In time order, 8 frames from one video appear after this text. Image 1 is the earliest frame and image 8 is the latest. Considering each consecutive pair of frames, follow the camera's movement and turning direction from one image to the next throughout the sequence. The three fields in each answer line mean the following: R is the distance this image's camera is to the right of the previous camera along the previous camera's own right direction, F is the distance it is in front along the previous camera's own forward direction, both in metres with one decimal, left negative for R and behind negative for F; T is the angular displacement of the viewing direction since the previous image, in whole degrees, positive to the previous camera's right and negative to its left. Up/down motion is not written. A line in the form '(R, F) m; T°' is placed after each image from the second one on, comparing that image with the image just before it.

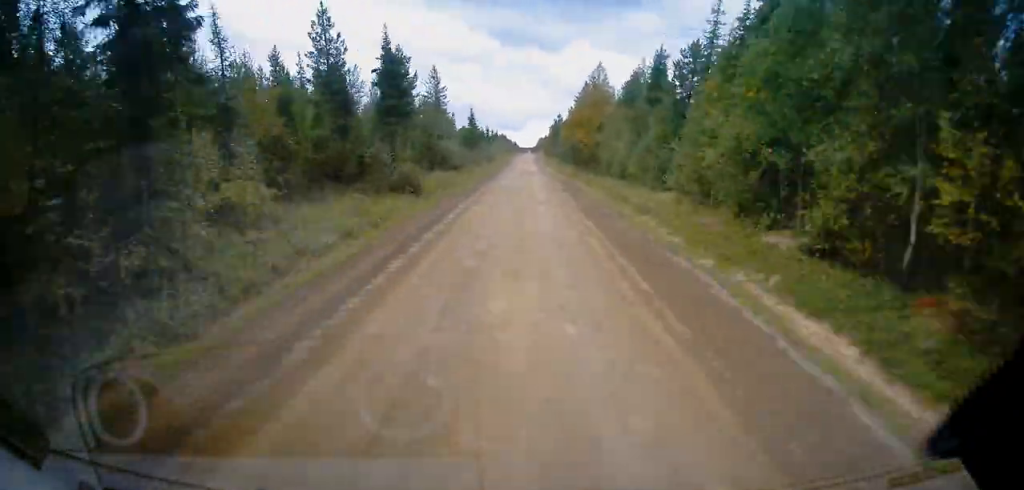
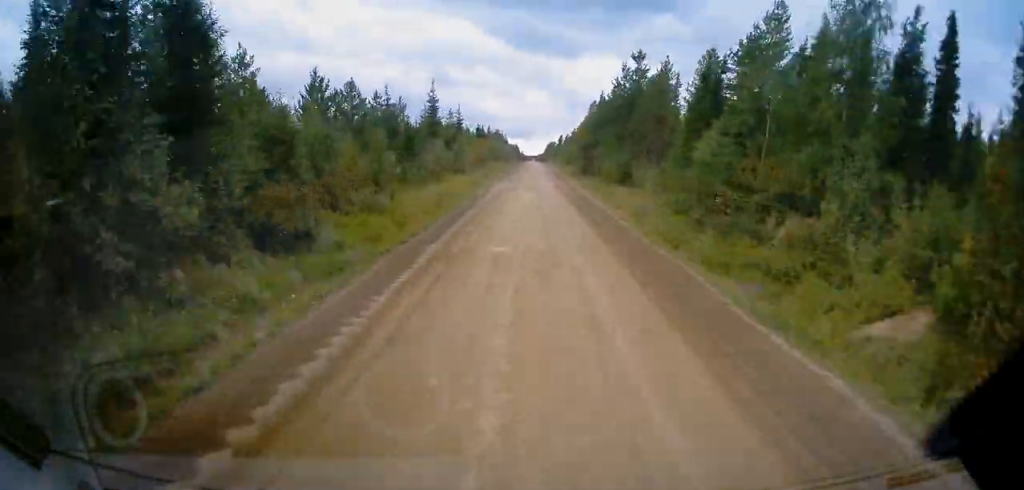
(0.0, +92.9) m; 0°
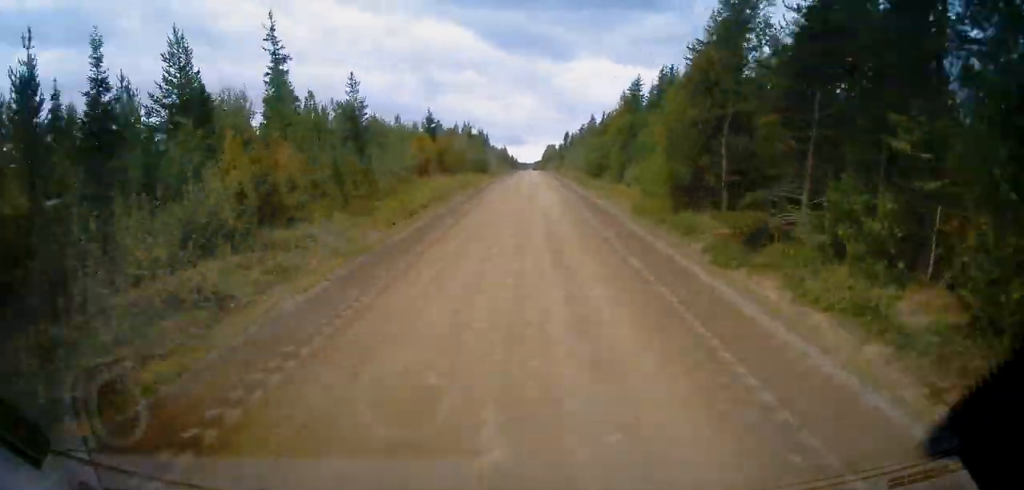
(+0.4, +53.3) m; 0°
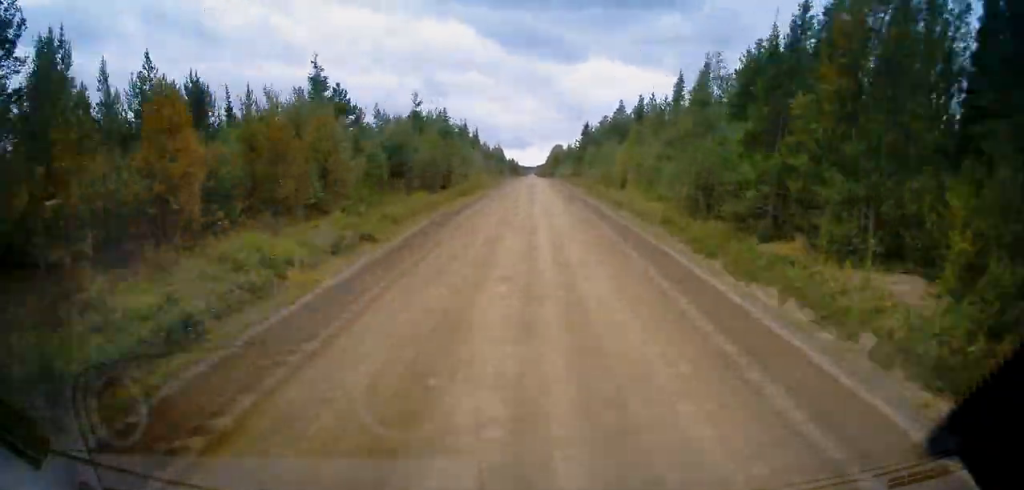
(0.0, +39.4) m; 0°
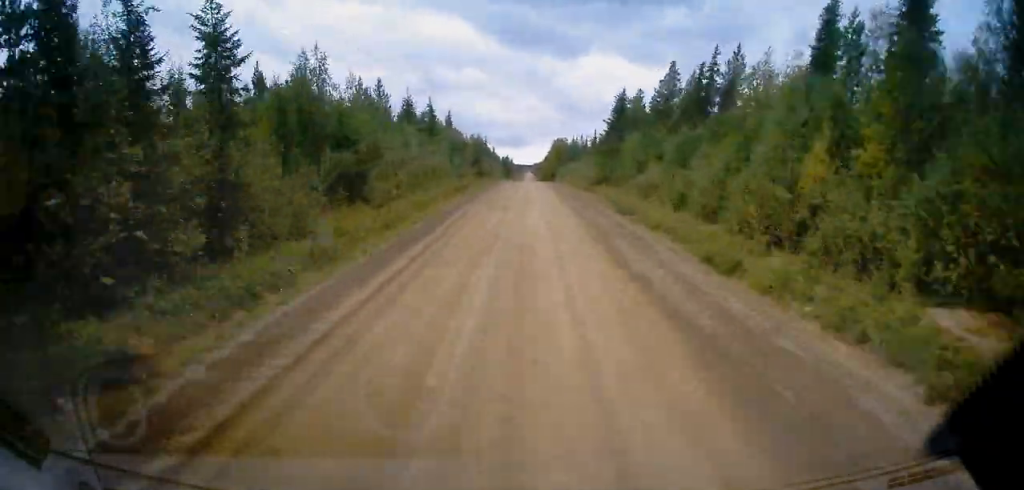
(+0.1, +37.5) m; 0°
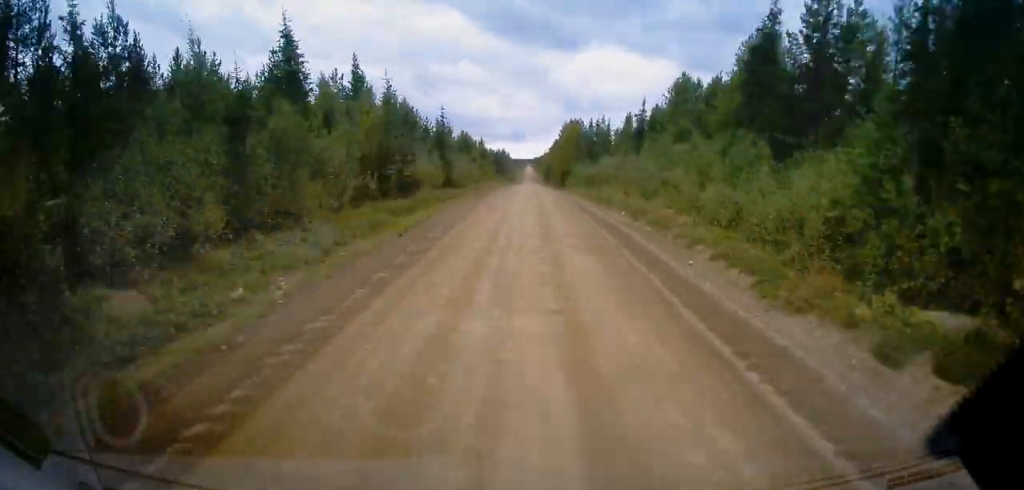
(+0.1, +49.1) m; 0°
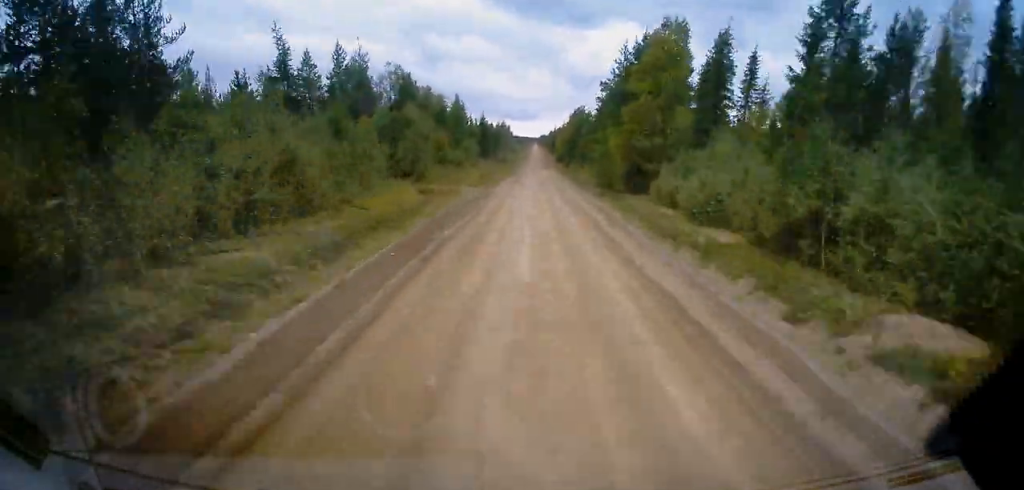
(-0.3, +64.4) m; 0°
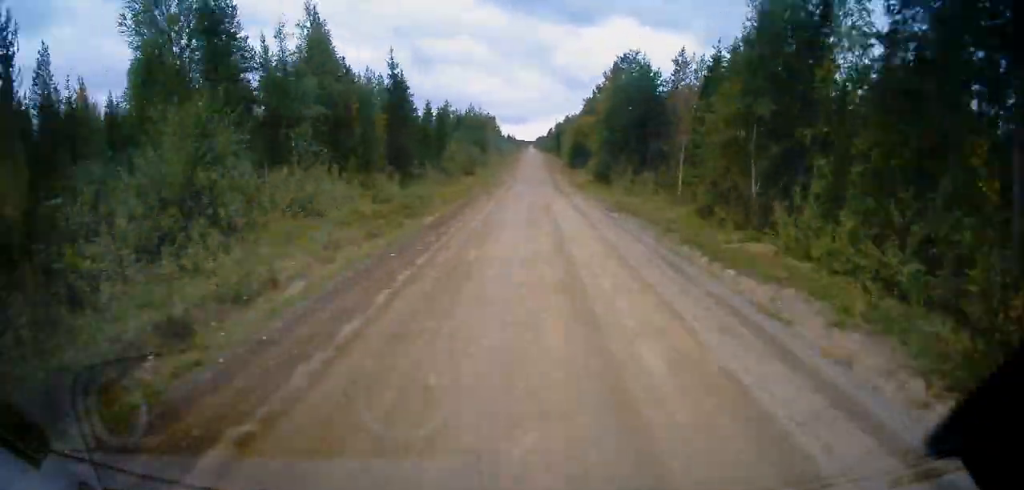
(+0.2, +58.2) m; 0°
